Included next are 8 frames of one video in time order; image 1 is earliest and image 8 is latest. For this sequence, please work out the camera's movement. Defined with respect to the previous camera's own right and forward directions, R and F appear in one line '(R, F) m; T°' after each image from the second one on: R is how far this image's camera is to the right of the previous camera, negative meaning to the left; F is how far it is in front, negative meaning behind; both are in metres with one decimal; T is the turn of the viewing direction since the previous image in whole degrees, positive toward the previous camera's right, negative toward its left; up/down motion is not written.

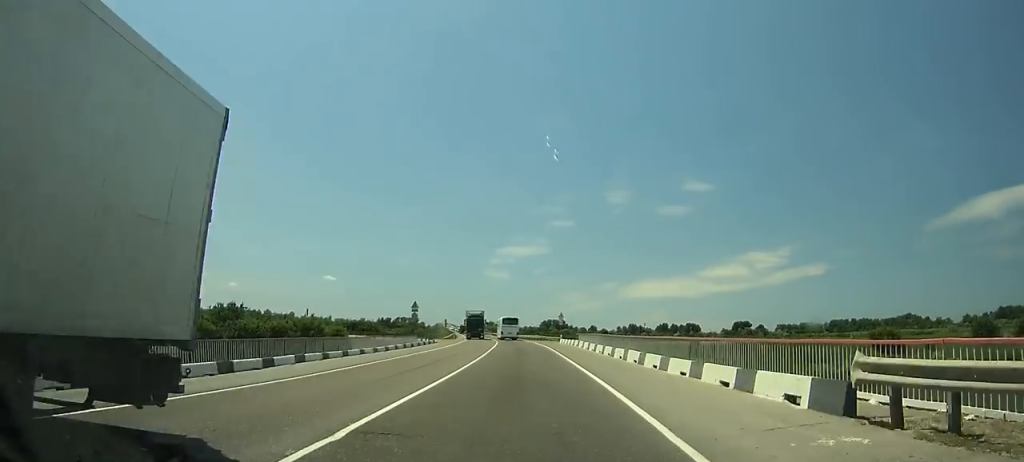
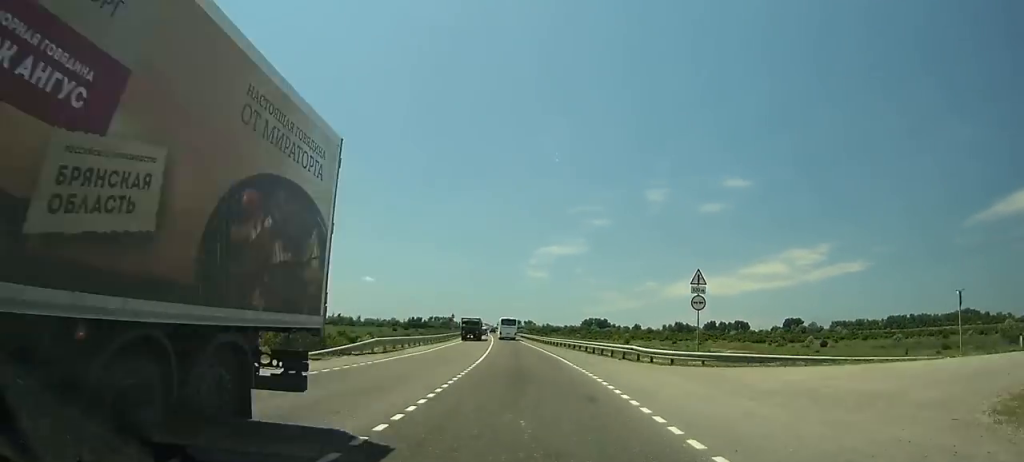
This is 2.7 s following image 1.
(-1.2, +59.2) m; -3°
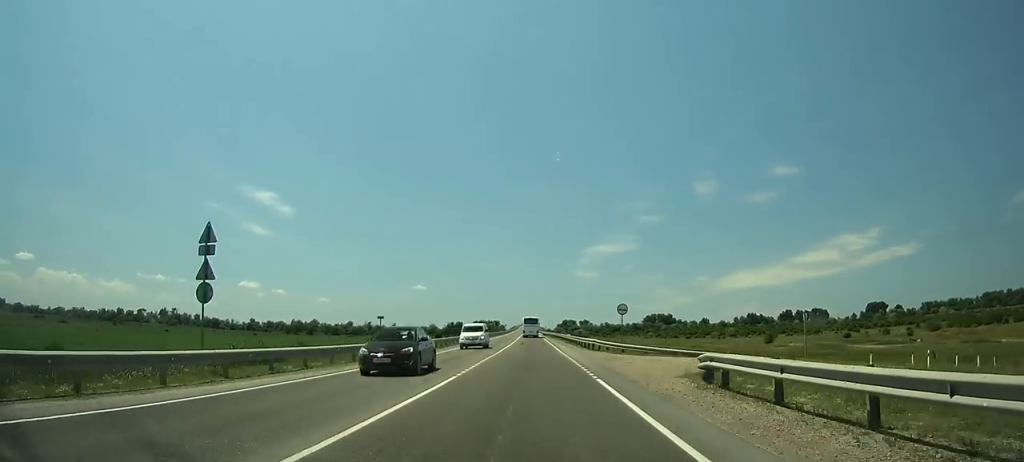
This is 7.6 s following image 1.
(-6.3, +111.3) m; -5°
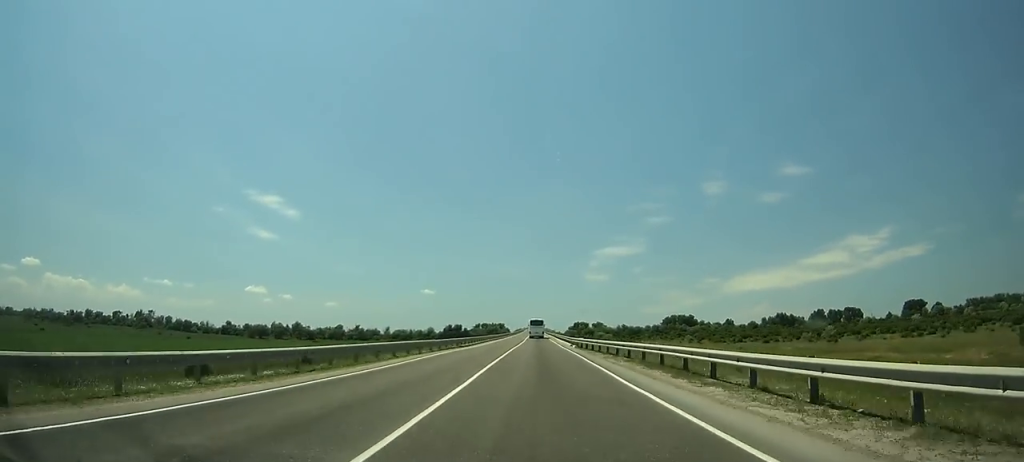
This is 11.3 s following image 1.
(-1.1, +86.4) m; -1°
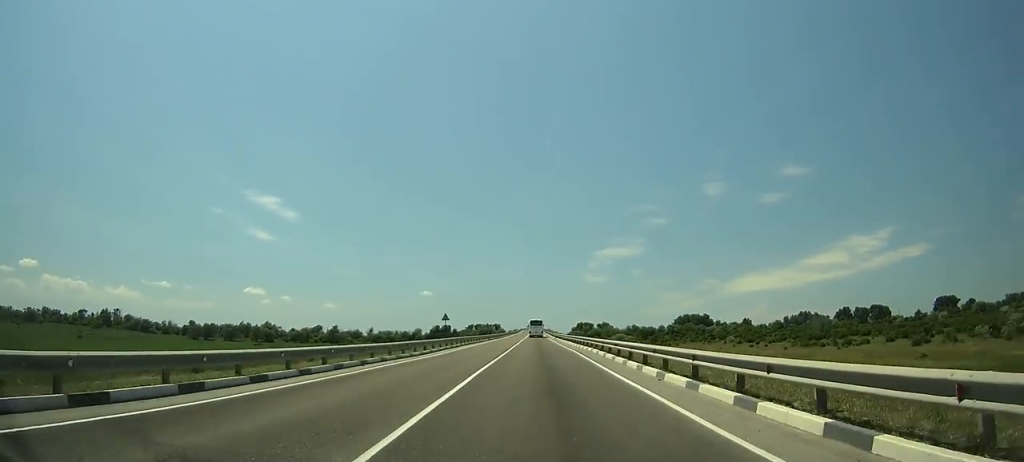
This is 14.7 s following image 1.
(0.0, +80.8) m; 0°
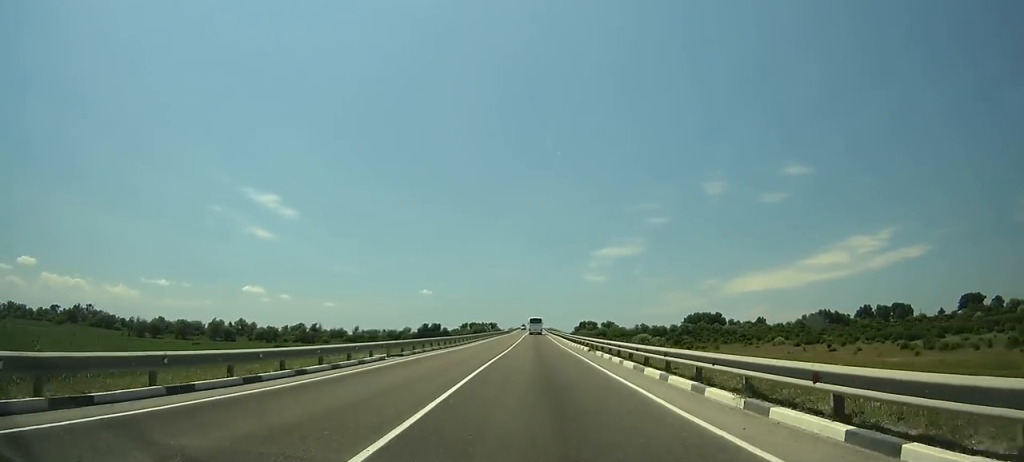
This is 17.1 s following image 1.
(0.0, +57.5) m; 0°
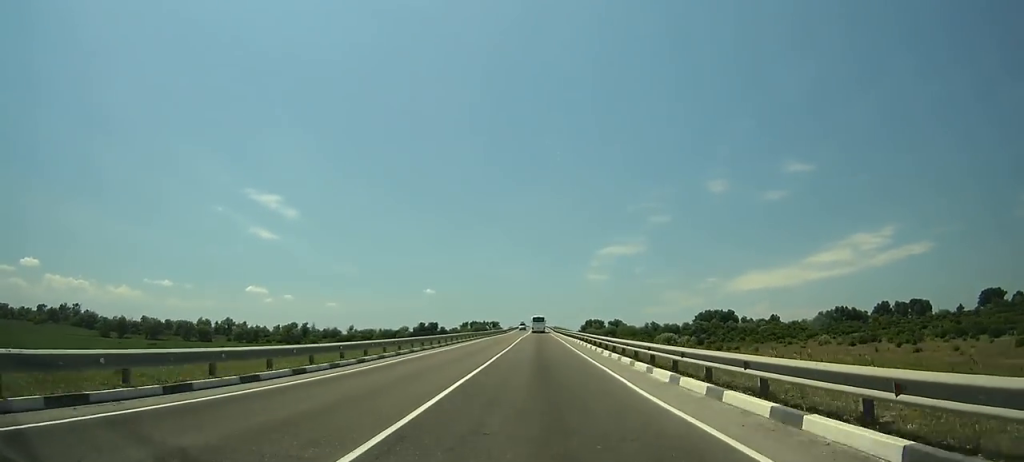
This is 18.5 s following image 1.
(0.0, +33.9) m; 0°
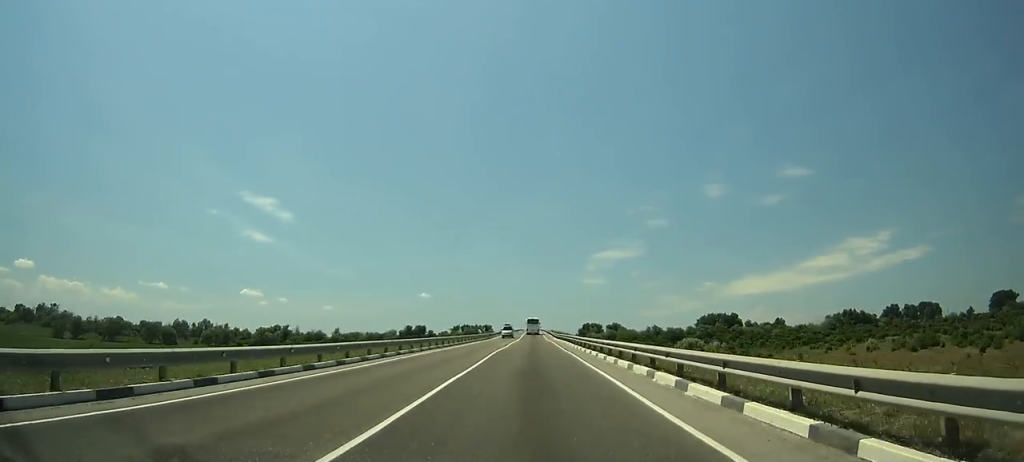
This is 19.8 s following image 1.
(0.0, +31.5) m; 0°
